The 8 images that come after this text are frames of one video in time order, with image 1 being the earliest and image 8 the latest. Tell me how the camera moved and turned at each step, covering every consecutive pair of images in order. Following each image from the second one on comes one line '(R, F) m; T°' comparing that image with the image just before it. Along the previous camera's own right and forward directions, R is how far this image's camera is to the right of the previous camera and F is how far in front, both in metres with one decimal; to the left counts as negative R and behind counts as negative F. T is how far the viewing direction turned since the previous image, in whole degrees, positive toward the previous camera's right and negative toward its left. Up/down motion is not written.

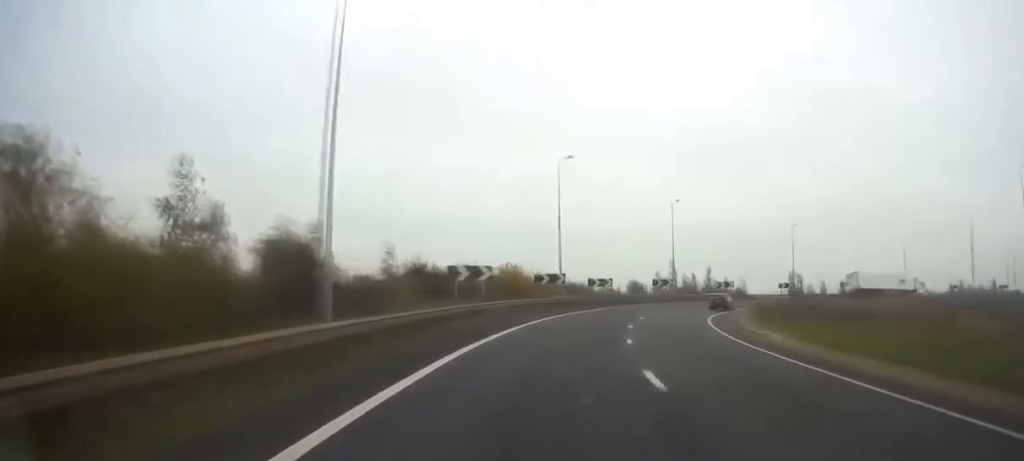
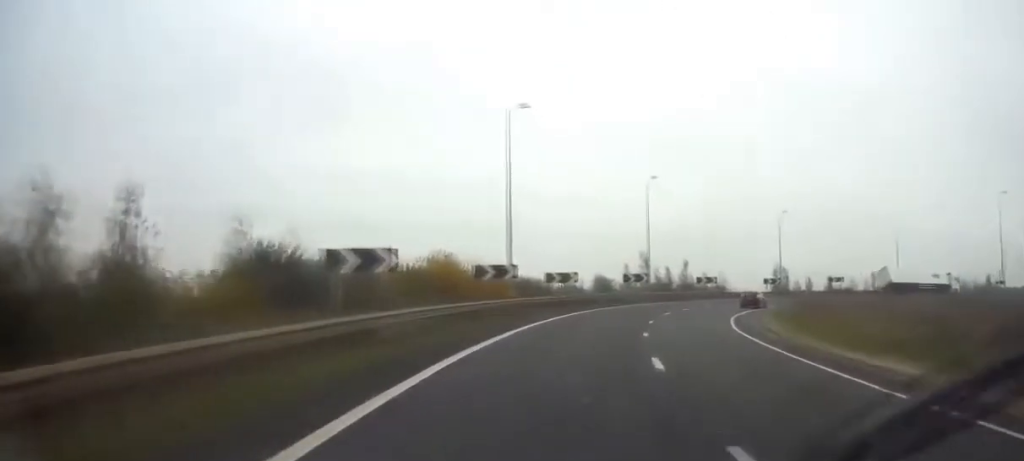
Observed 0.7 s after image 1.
(+0.6, +15.5) m; +5°
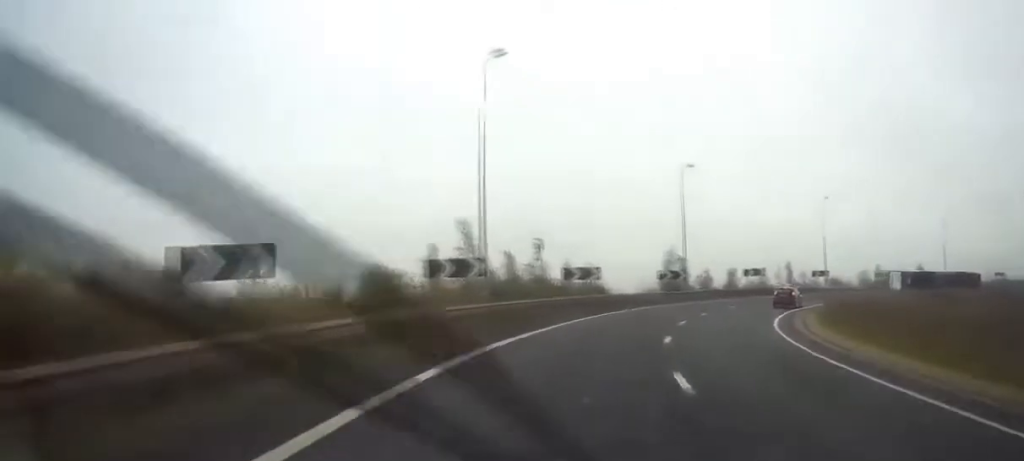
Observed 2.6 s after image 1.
(+4.7, +36.6) m; +16°
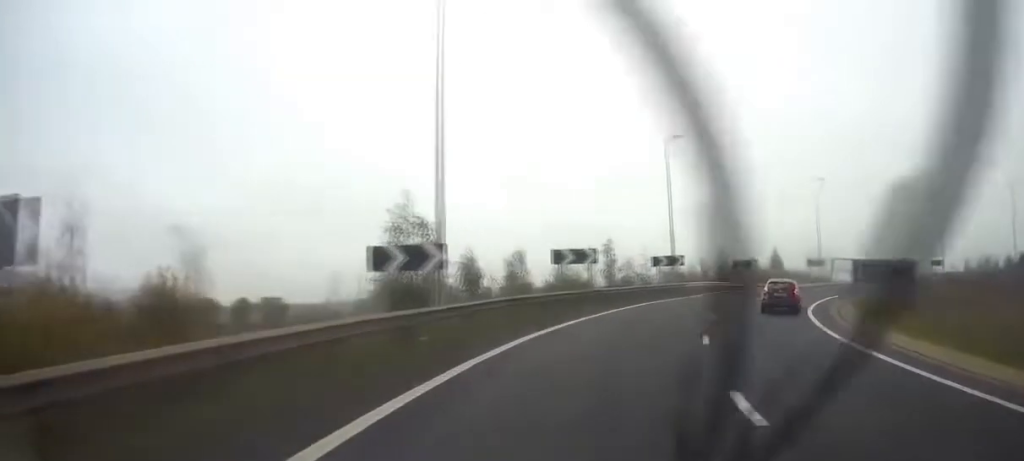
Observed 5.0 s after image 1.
(+5.8, +34.5) m; +19°
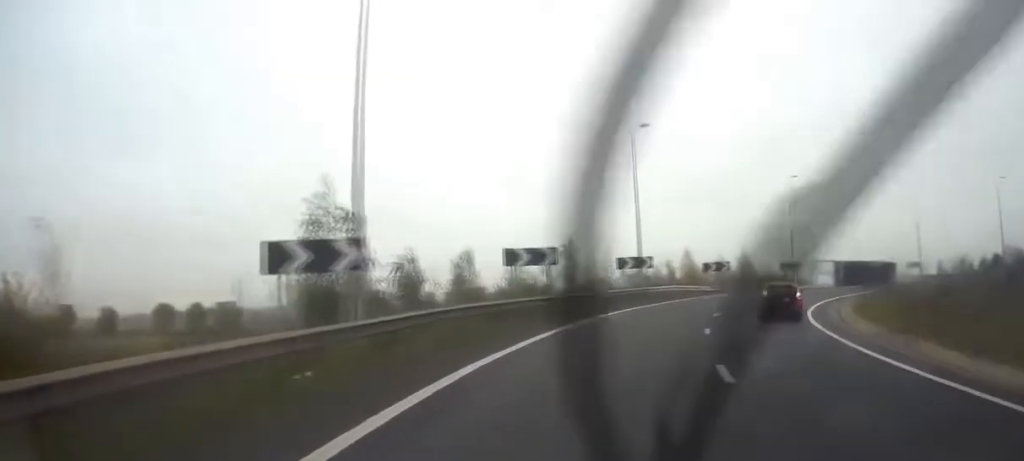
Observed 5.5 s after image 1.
(+0.1, +5.1) m; +3°
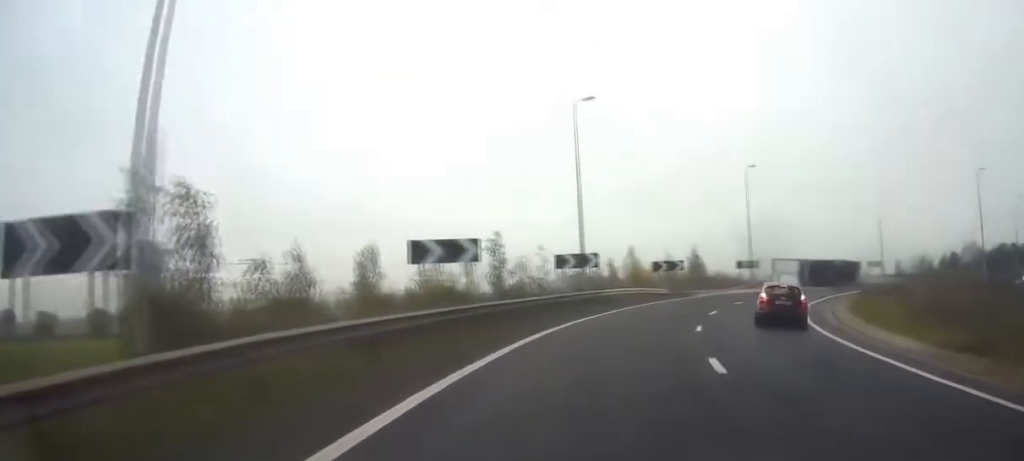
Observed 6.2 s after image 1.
(+0.4, +7.4) m; +5°
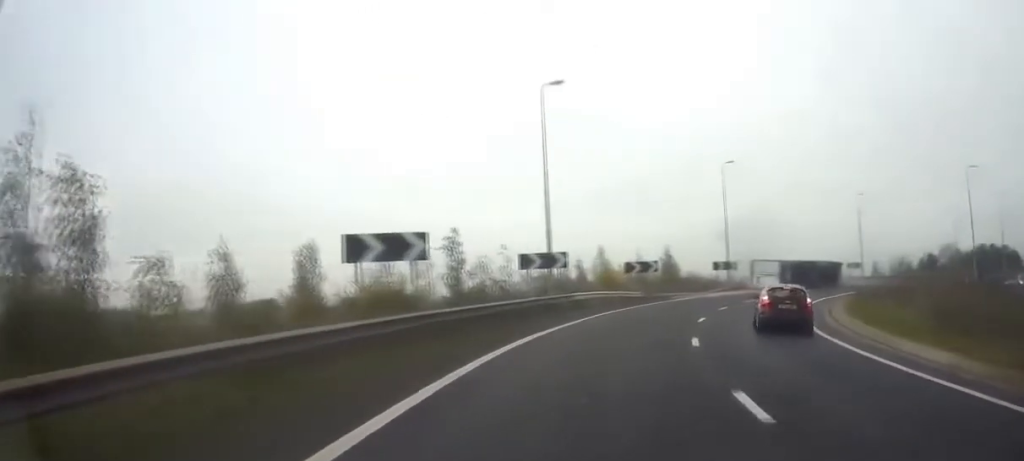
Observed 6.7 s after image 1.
(+0.1, +3.4) m; +1°
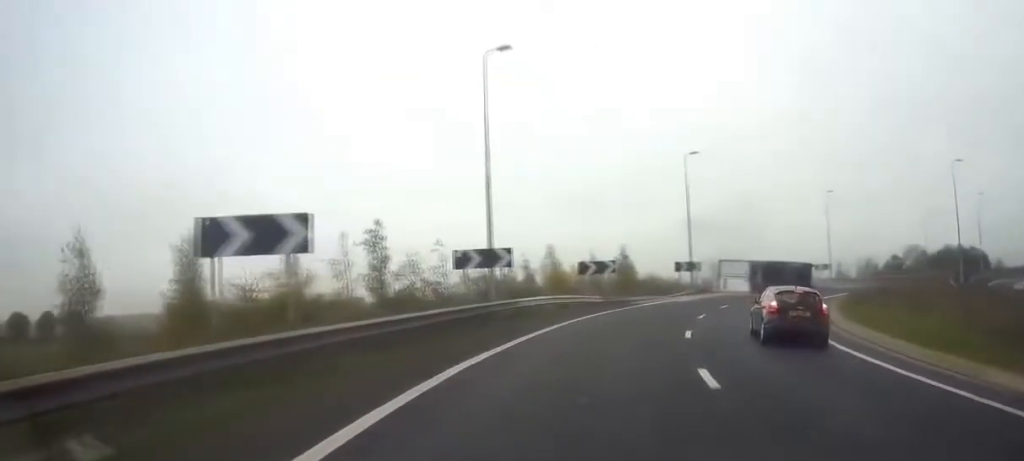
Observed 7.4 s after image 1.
(+0.1, +5.6) m; +2°
